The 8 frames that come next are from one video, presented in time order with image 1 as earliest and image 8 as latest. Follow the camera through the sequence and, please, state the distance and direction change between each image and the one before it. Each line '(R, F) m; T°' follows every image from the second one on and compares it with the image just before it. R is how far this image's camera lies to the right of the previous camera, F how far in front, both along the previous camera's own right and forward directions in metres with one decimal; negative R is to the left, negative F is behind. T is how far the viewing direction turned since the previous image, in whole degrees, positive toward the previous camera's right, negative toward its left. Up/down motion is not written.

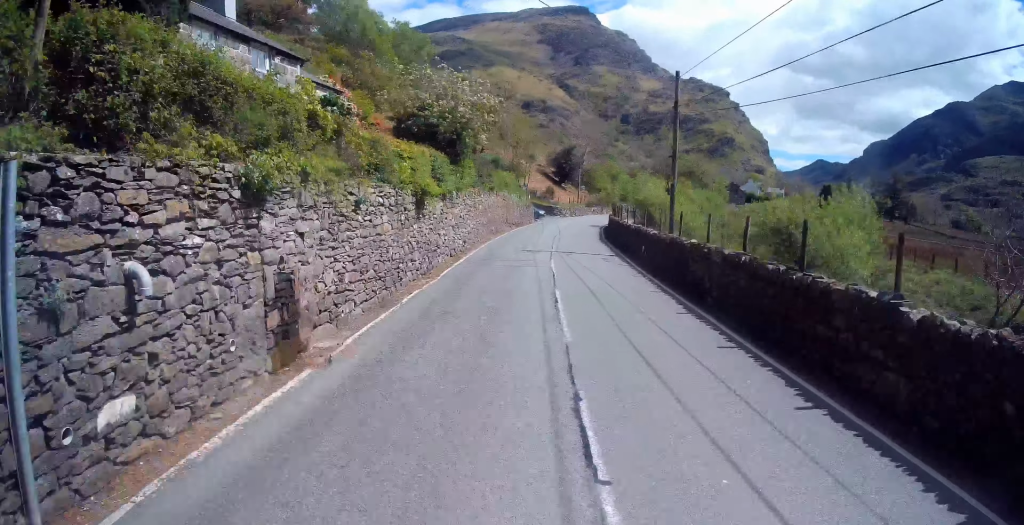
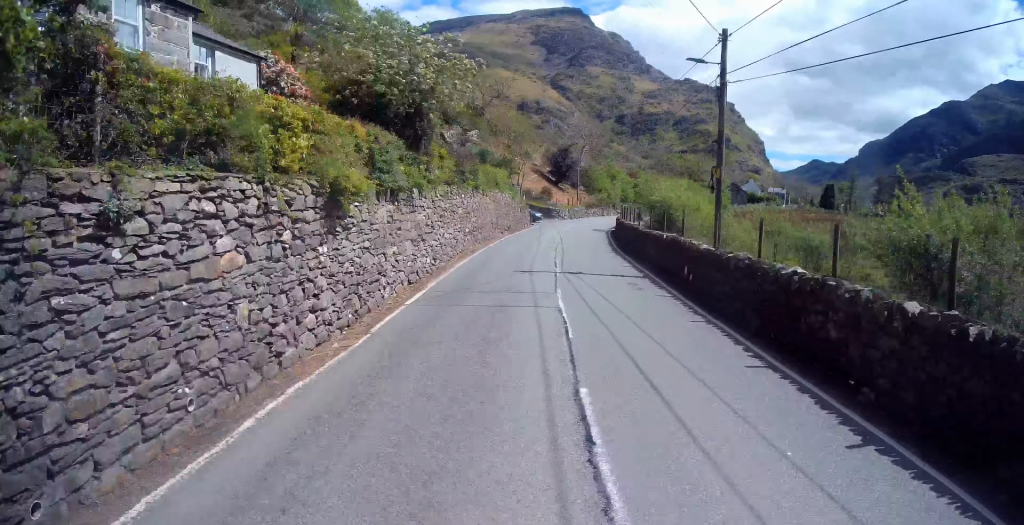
(0.0, +5.9) m; 0°
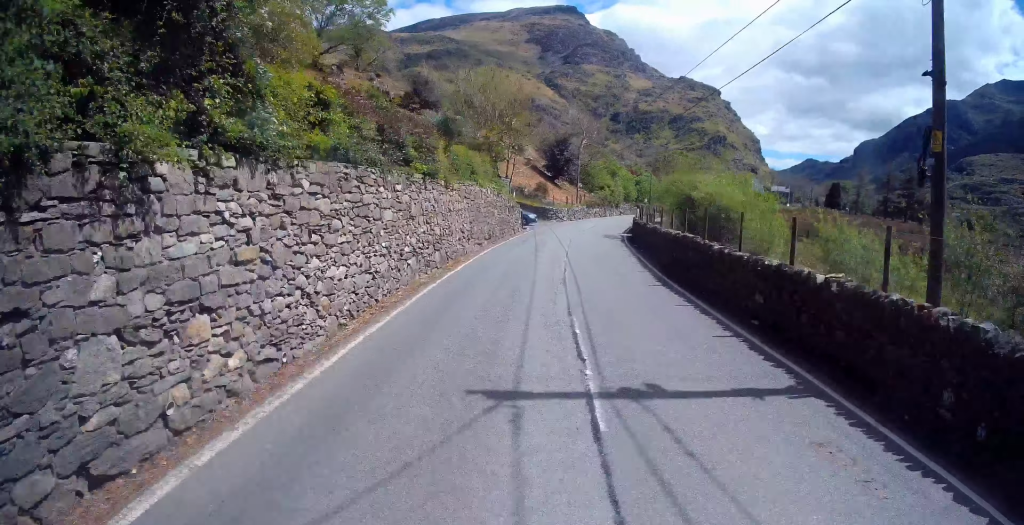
(0.0, +9.5) m; 0°
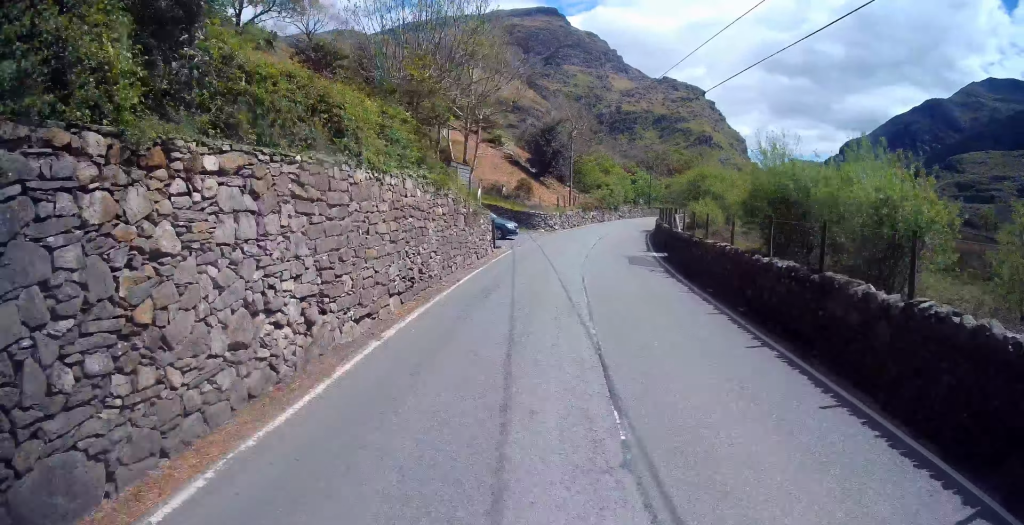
(0.0, +13.1) m; 0°
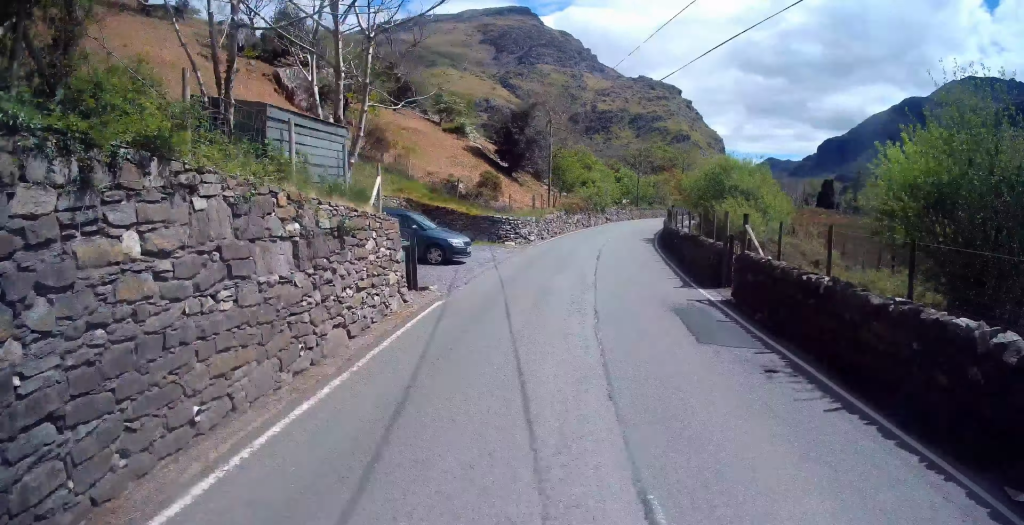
(0.0, +10.4) m; +3°
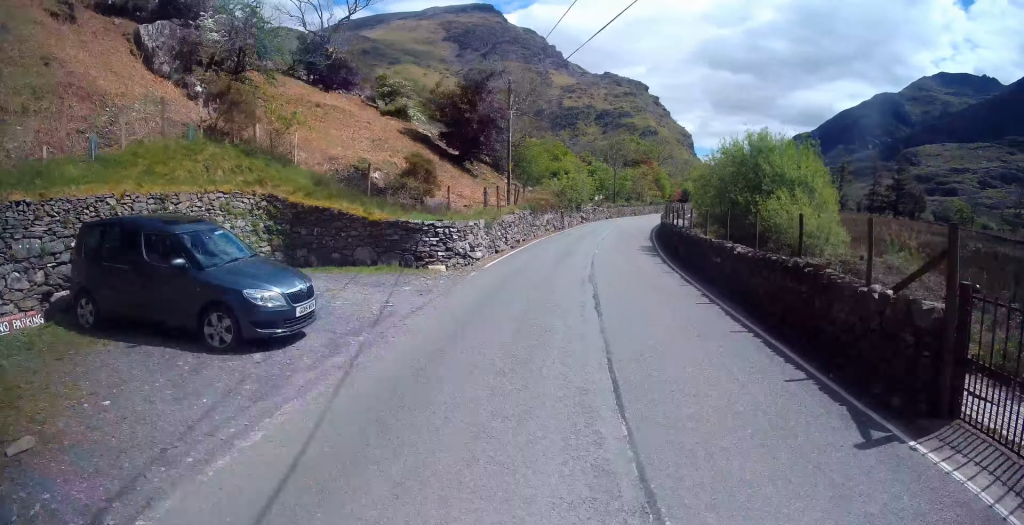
(+0.4, +9.9) m; +3°
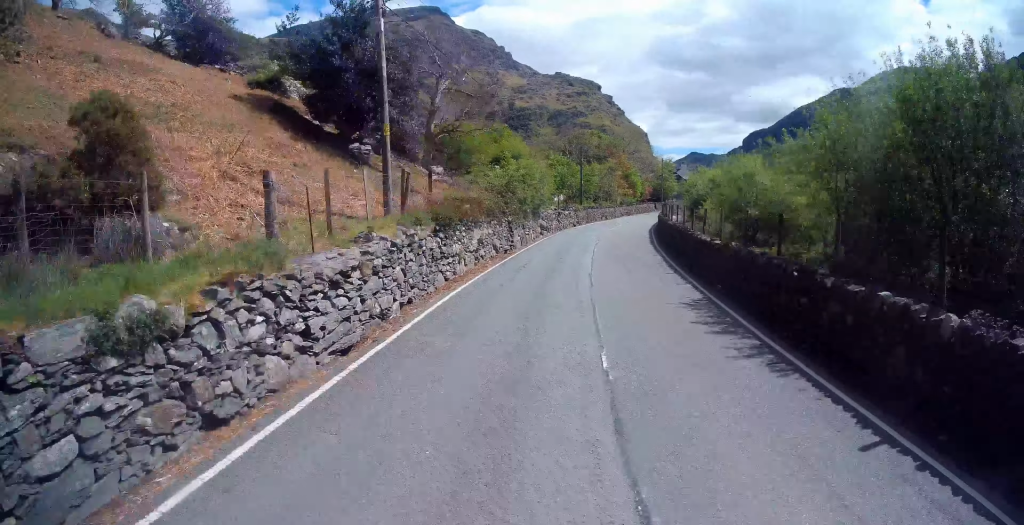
(+0.6, +14.3) m; +4°
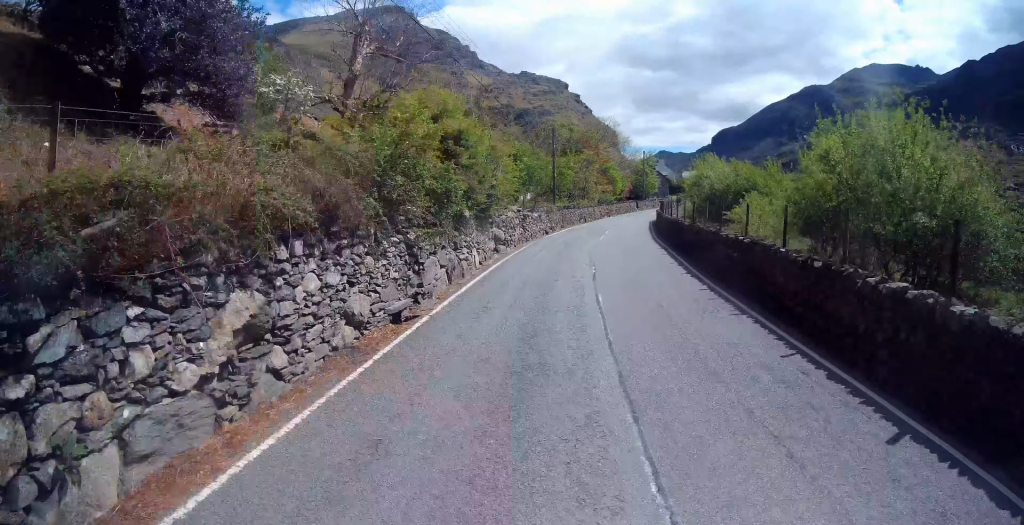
(+0.2, +11.5) m; +3°
